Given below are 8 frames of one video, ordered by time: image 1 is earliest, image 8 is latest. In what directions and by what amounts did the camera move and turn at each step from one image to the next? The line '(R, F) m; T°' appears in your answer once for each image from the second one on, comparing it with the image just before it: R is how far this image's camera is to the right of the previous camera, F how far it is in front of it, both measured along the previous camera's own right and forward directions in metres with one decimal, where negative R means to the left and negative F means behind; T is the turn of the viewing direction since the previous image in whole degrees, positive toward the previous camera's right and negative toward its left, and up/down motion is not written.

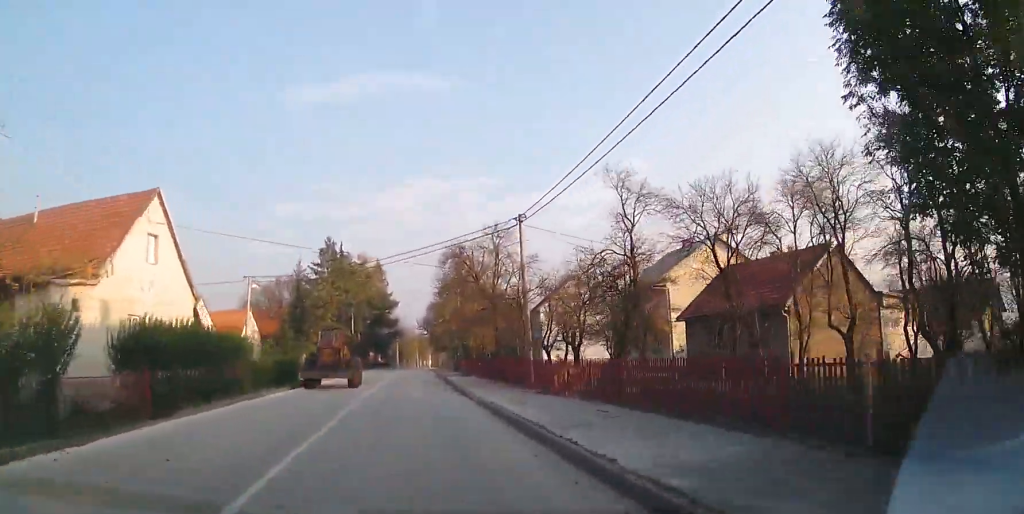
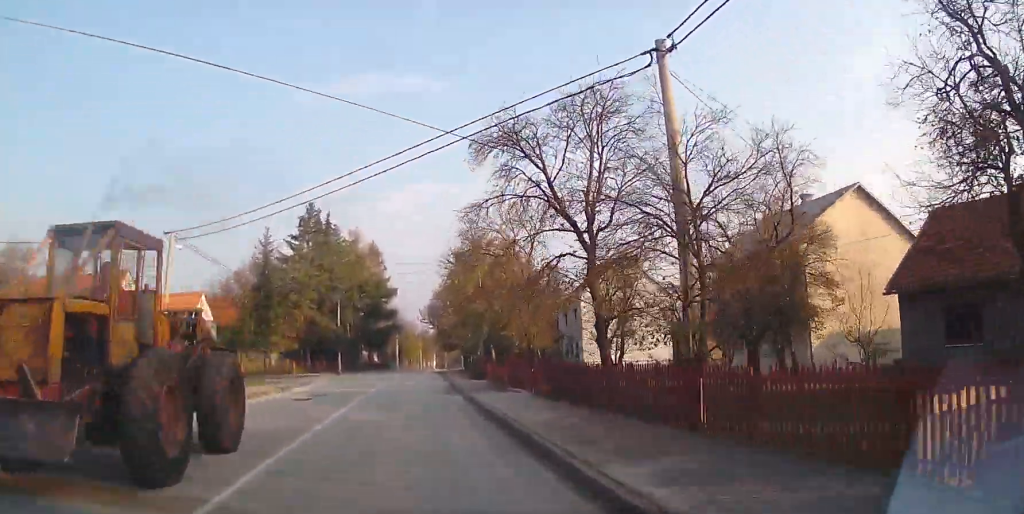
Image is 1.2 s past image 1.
(0.0, +16.1) m; +1°
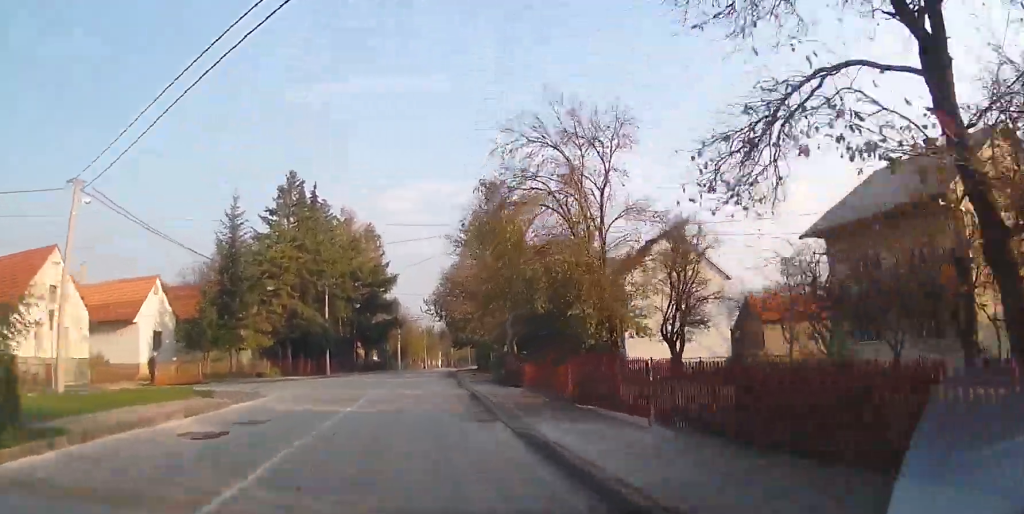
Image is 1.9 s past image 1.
(+0.2, +10.0) m; 0°
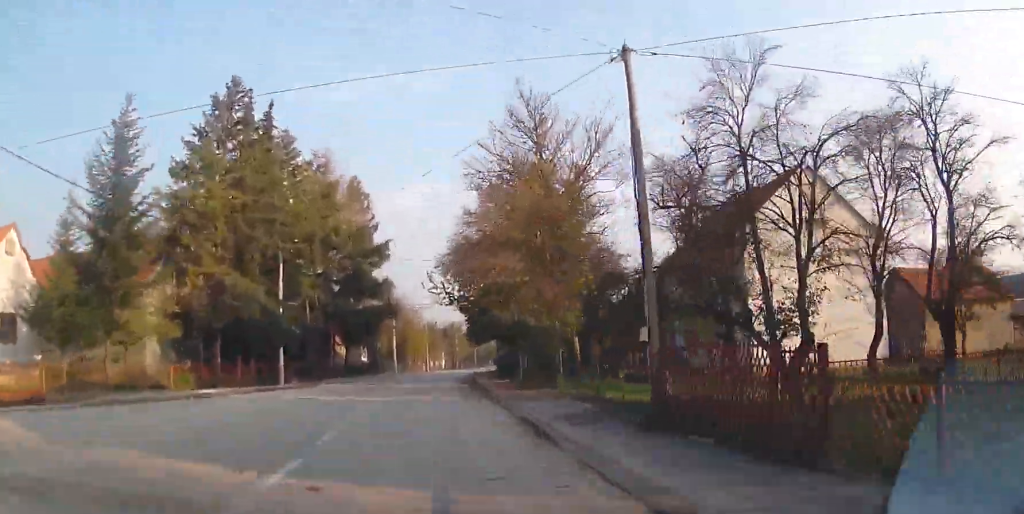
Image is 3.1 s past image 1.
(-0.3, +16.7) m; 0°
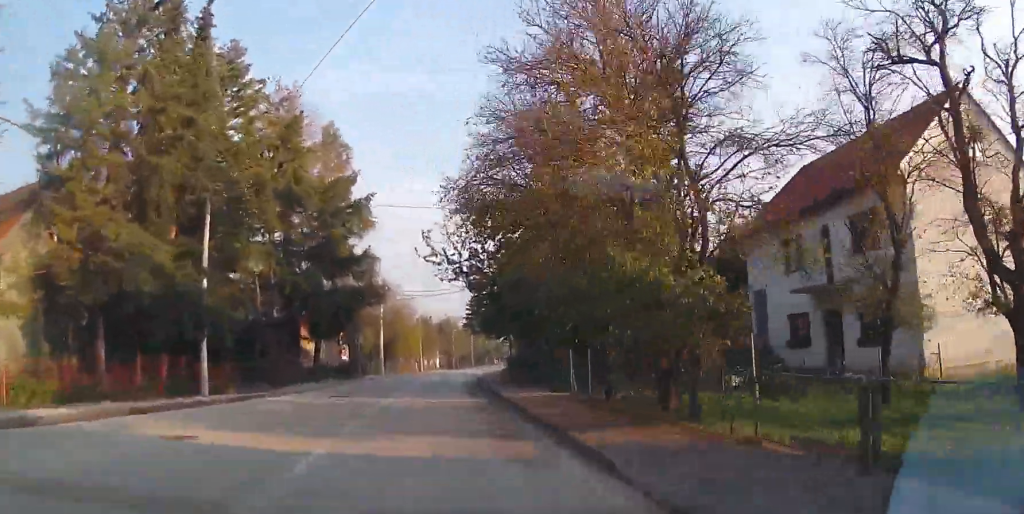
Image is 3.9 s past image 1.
(+0.2, +10.8) m; 0°
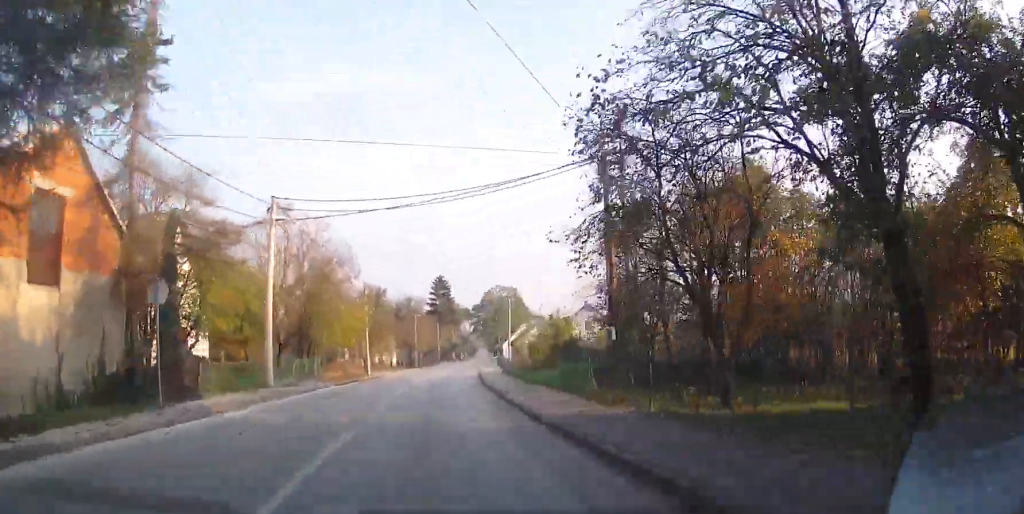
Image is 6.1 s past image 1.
(+0.6, +28.7) m; +5°
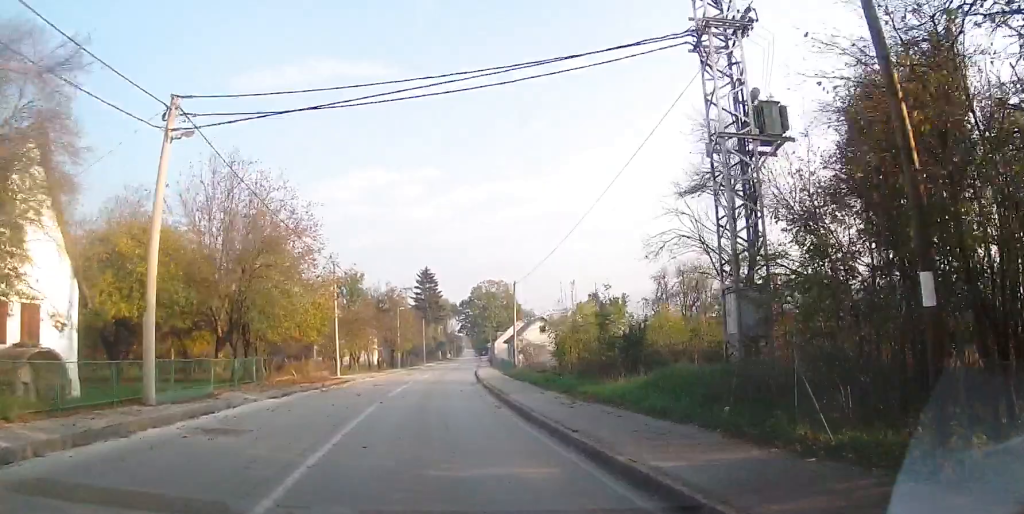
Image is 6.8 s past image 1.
(+0.1, +9.5) m; +1°
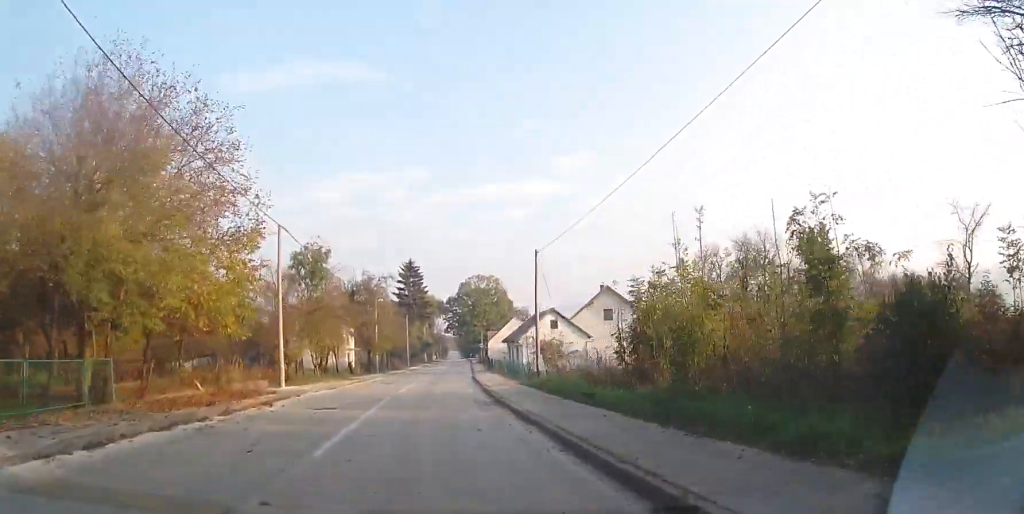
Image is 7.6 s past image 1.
(+0.1, +11.7) m; +2°
